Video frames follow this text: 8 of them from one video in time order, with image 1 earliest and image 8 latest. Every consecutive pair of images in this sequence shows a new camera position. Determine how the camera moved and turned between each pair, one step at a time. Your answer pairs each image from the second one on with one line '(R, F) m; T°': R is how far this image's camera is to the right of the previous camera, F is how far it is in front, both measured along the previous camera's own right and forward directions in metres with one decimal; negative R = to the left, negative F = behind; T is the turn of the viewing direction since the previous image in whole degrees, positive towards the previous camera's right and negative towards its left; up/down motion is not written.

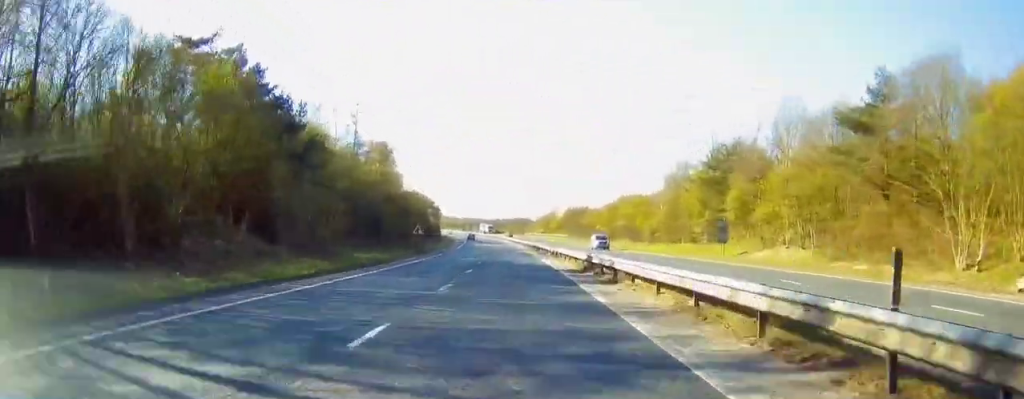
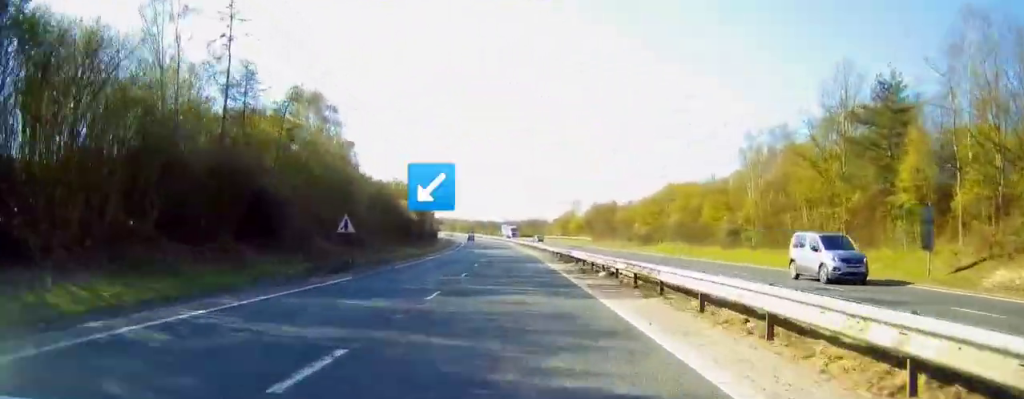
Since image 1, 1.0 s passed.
(-0.3, +28.6) m; -1°
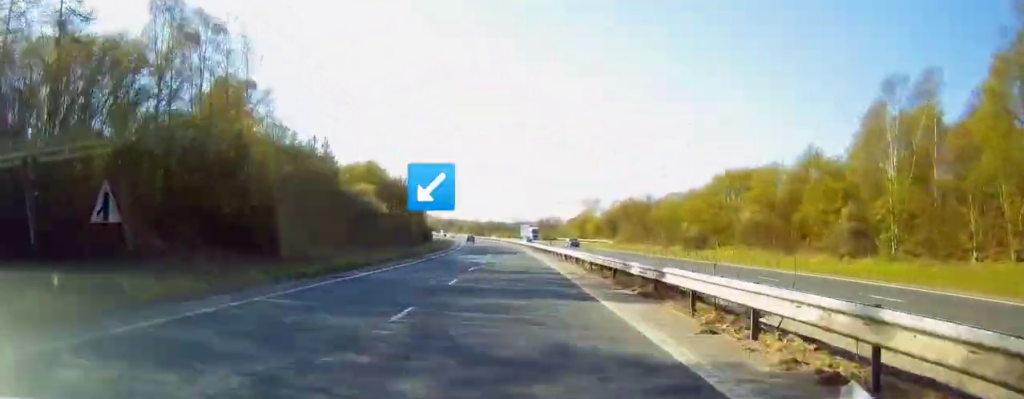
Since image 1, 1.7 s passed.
(-0.3, +21.4) m; -1°
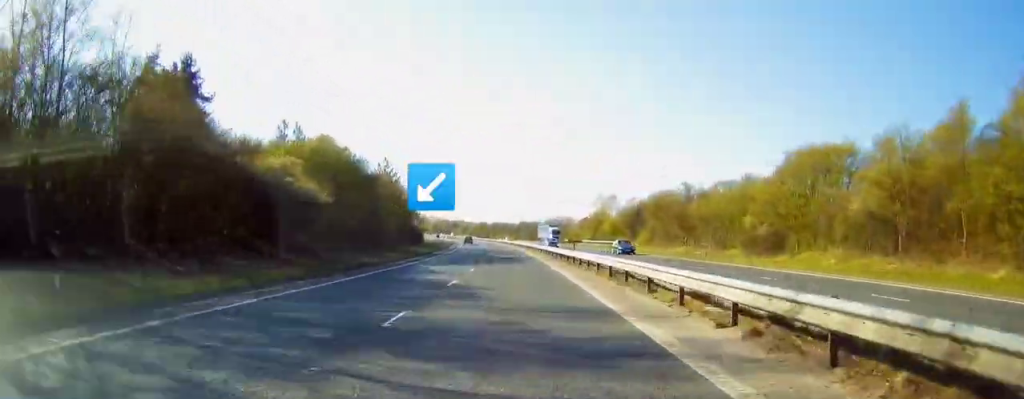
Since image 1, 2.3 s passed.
(0.0, +18.6) m; 0°
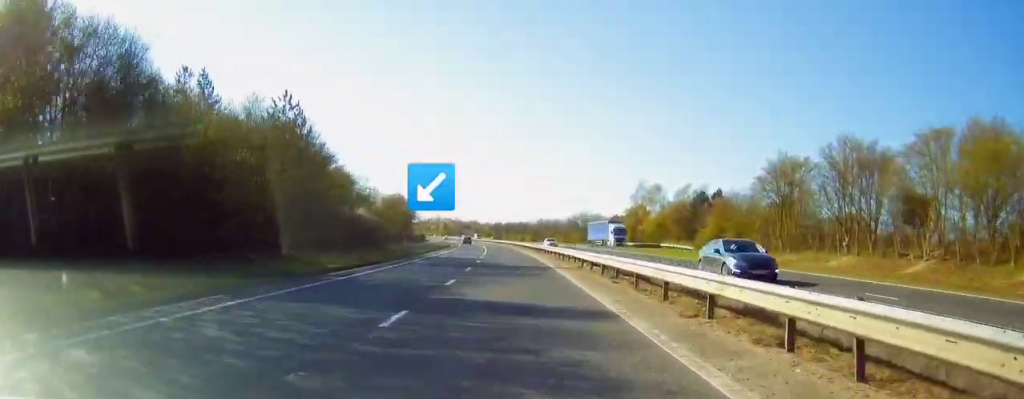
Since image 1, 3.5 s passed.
(-0.3, +35.5) m; -1°
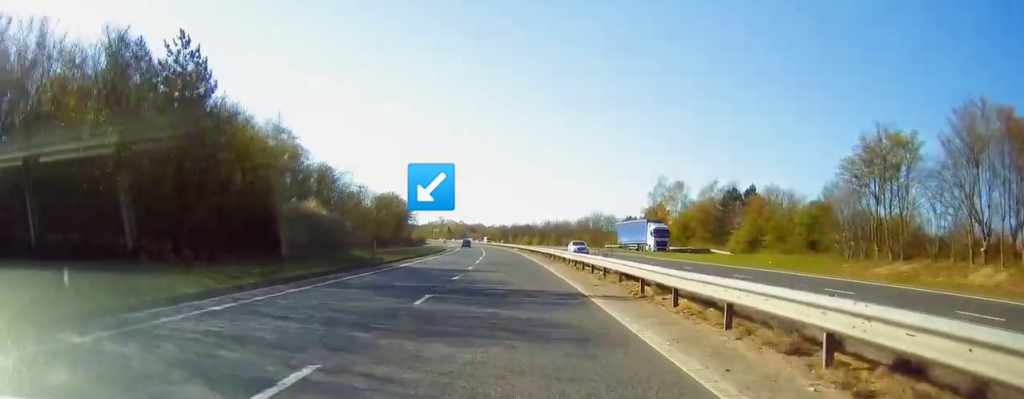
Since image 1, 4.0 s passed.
(0.0, +13.9) m; -1°
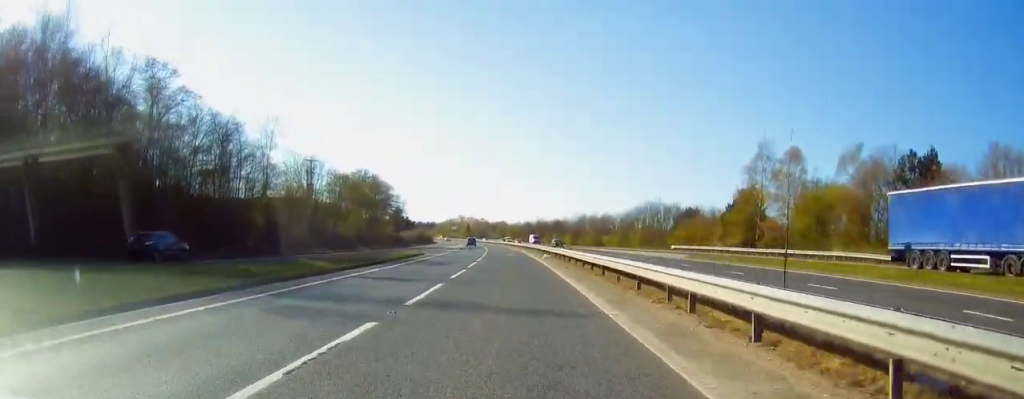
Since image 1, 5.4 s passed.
(-1.1, +42.5) m; -3°
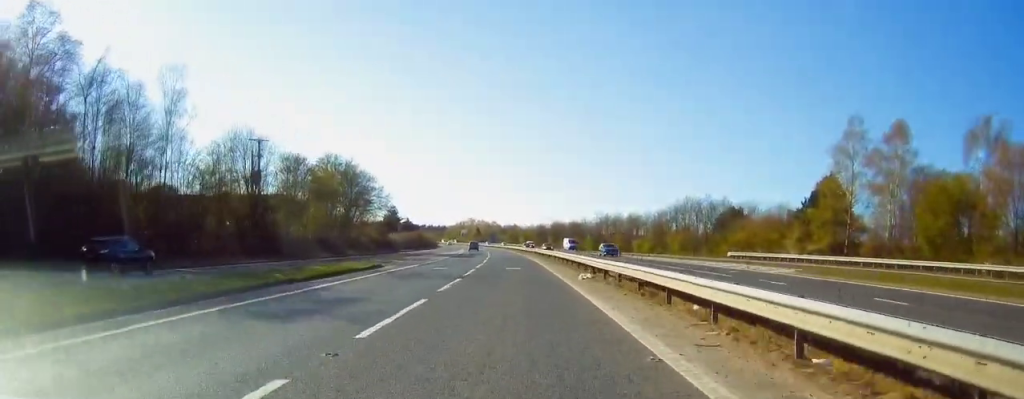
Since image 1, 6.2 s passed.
(-0.2, +21.8) m; -1°
